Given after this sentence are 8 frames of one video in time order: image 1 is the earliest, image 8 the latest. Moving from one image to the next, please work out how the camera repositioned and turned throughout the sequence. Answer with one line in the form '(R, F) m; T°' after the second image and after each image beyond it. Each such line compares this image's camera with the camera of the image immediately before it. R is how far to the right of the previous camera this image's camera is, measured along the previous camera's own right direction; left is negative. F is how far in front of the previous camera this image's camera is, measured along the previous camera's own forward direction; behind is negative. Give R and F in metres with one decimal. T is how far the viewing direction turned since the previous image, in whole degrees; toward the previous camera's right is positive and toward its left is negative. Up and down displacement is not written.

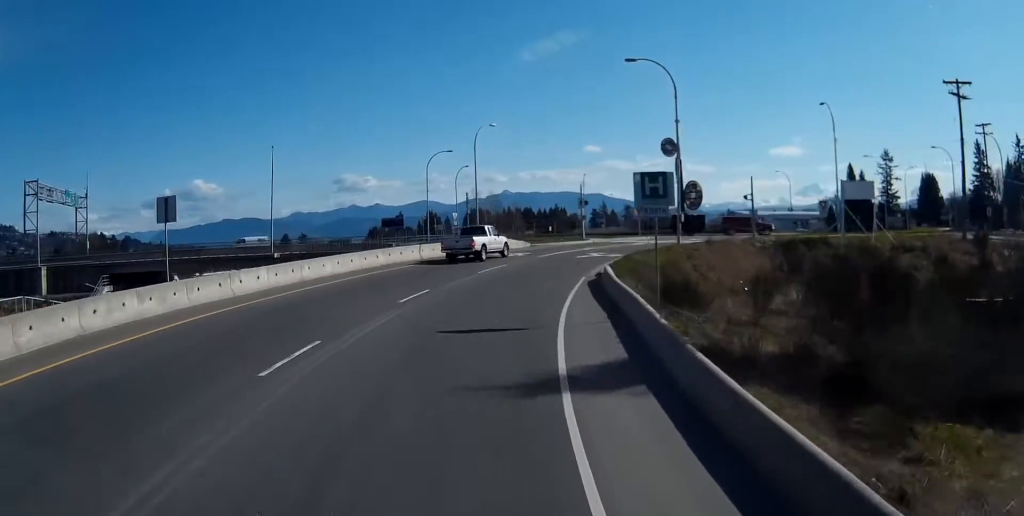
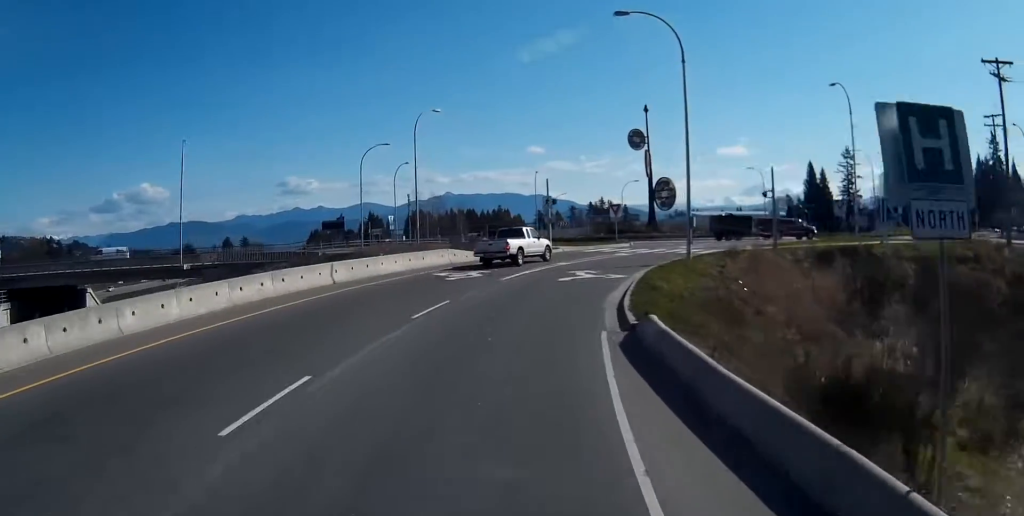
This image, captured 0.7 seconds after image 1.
(+0.3, +12.2) m; +4°
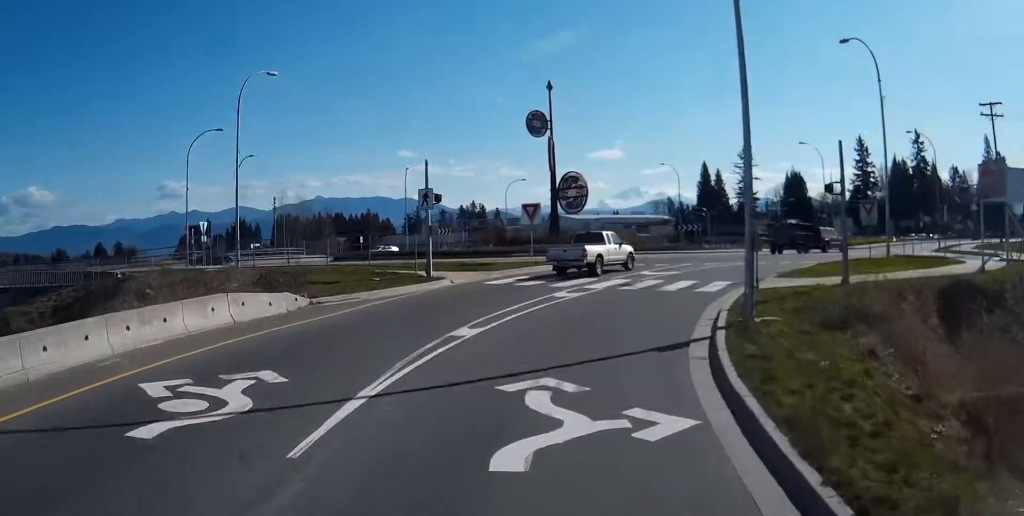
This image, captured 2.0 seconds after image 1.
(+1.5, +18.8) m; +10°
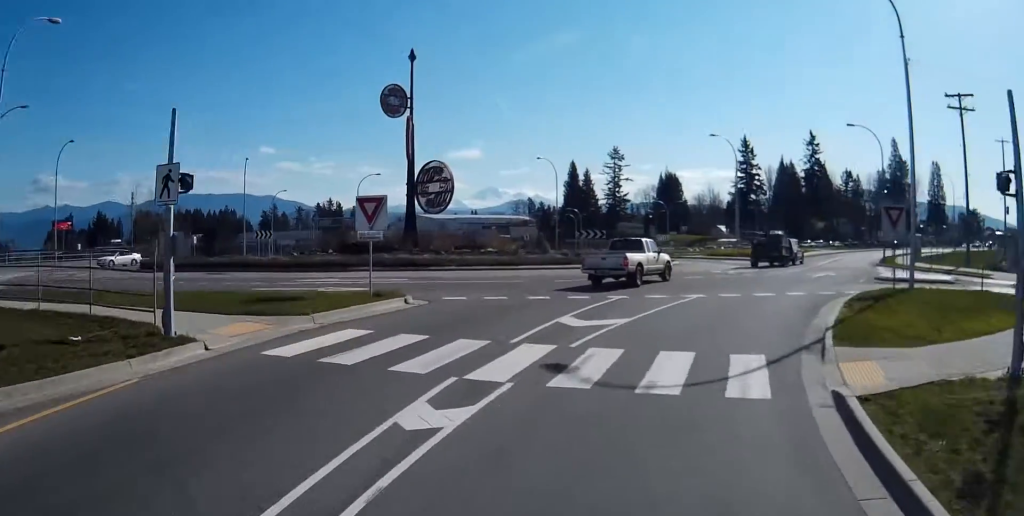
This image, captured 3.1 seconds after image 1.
(+1.3, +13.5) m; +13°
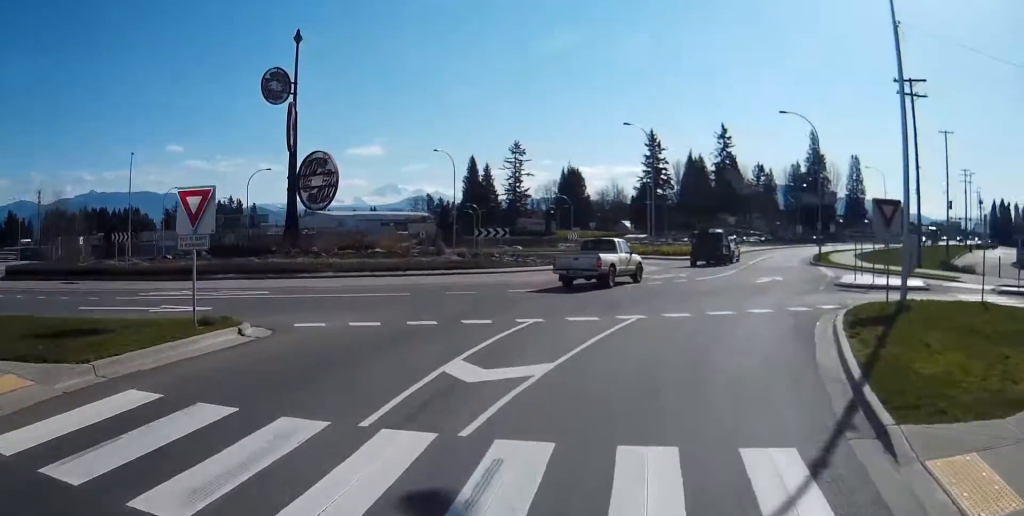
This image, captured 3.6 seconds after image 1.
(0.0, +6.2) m; +8°
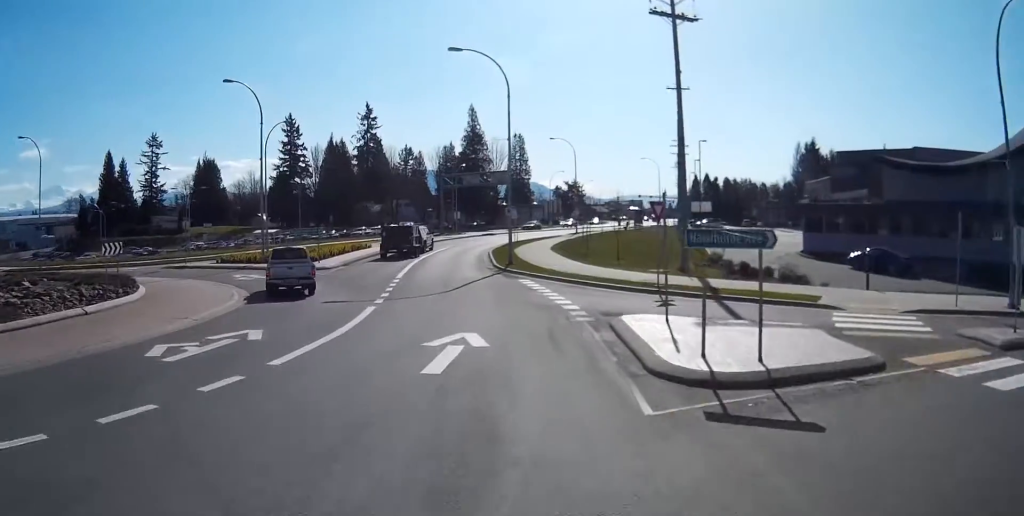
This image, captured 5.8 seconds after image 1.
(+6.2, +18.4) m; +30°
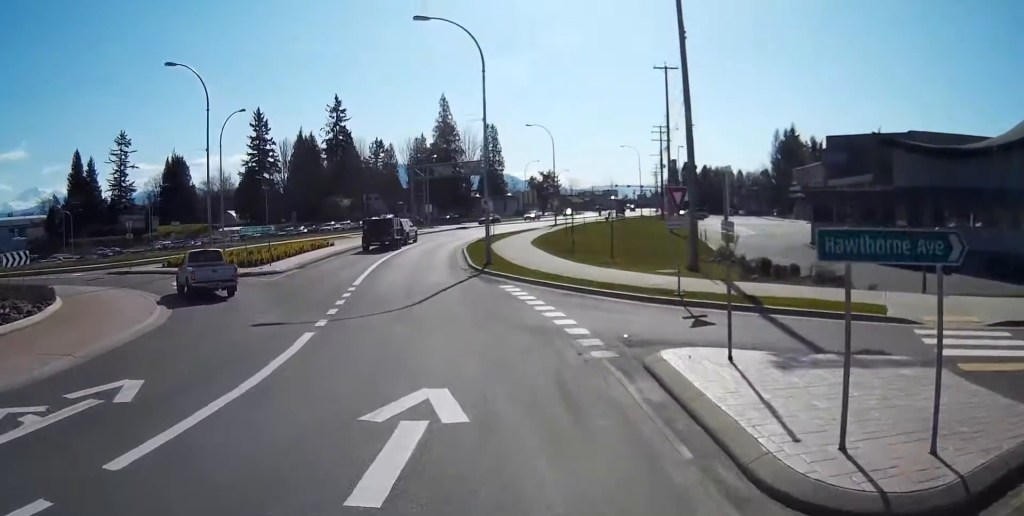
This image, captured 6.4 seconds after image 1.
(+0.1, +5.1) m; +1°
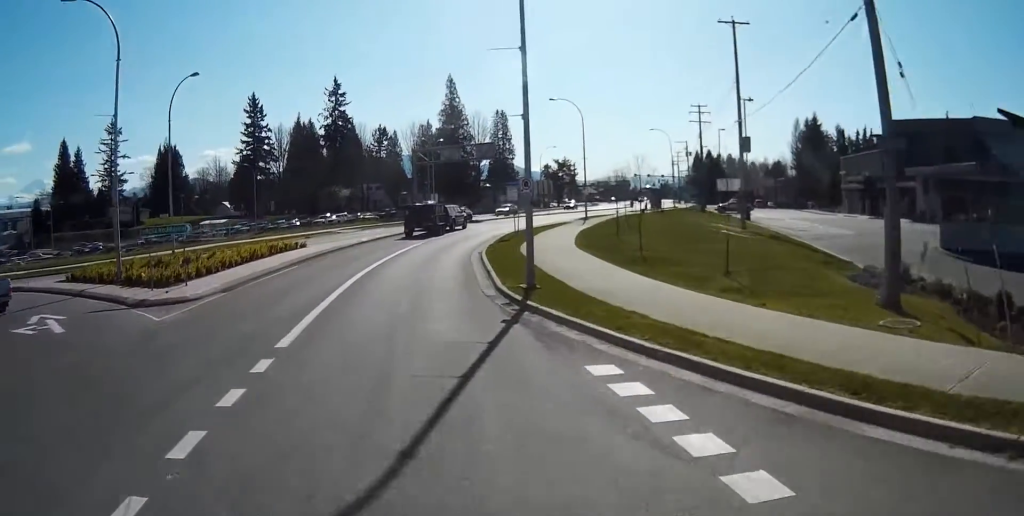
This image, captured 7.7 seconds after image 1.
(+0.2, +12.4) m; -1°
